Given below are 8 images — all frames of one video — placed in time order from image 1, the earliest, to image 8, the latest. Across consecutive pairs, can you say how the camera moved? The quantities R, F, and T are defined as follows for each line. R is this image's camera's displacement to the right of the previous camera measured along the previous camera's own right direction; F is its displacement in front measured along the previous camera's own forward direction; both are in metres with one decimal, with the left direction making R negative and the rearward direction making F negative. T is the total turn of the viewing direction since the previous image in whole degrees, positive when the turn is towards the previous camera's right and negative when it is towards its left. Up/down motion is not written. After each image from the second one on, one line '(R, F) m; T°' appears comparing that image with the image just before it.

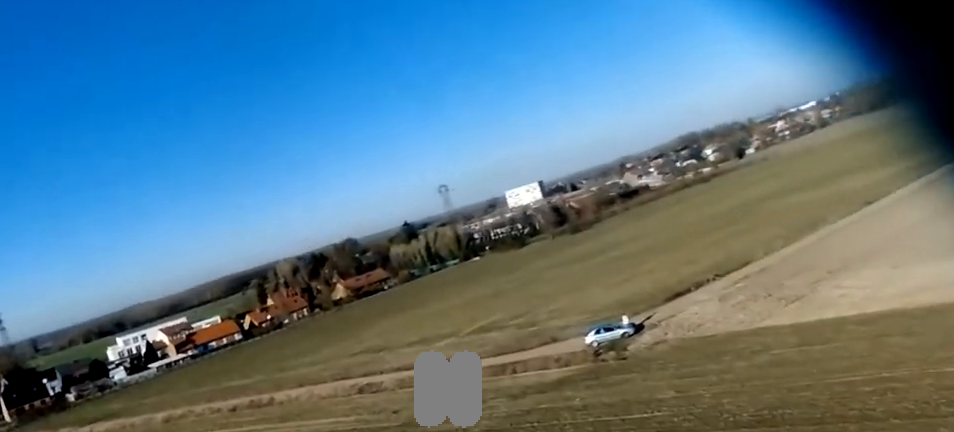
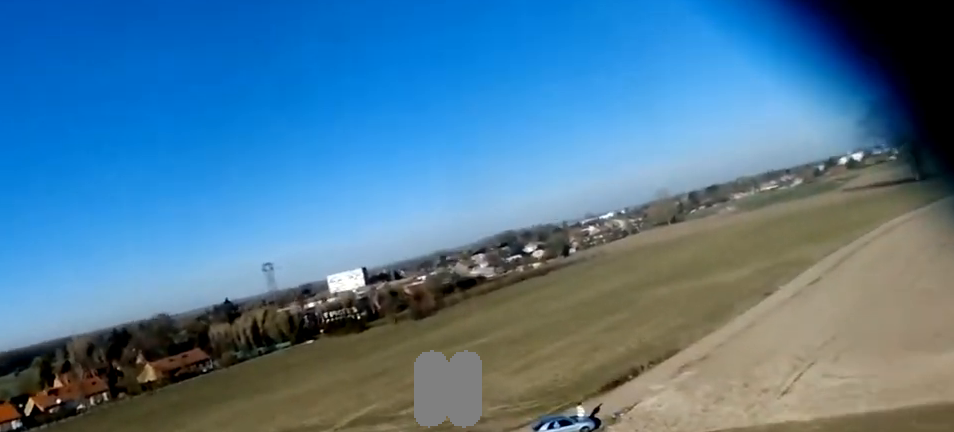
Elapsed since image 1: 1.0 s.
(+2.0, +15.3) m; +15°
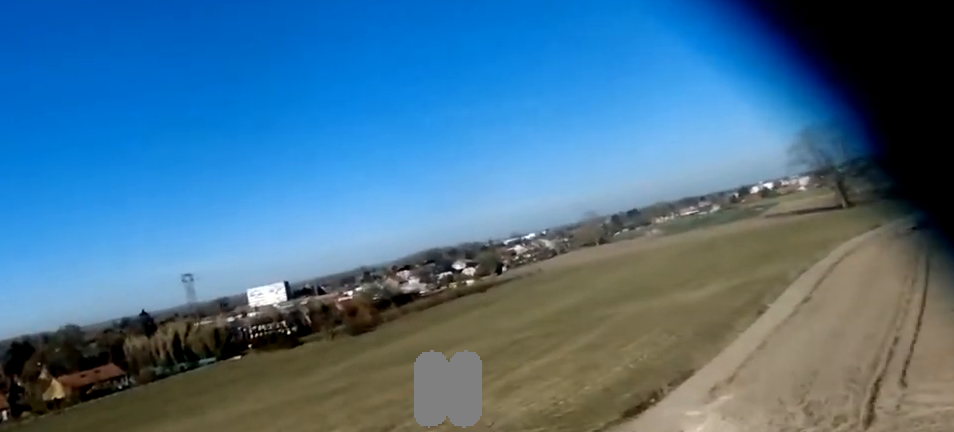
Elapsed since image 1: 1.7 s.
(+0.6, +10.9) m; +10°
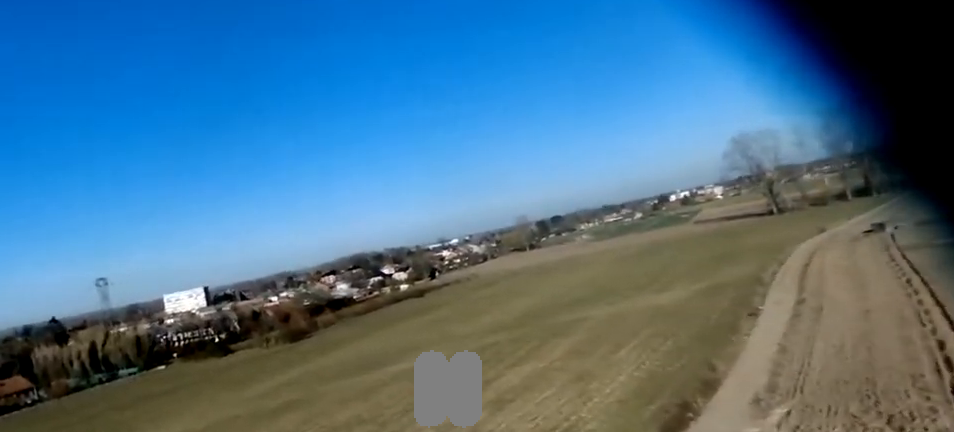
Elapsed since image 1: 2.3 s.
(+1.2, +10.2) m; +4°
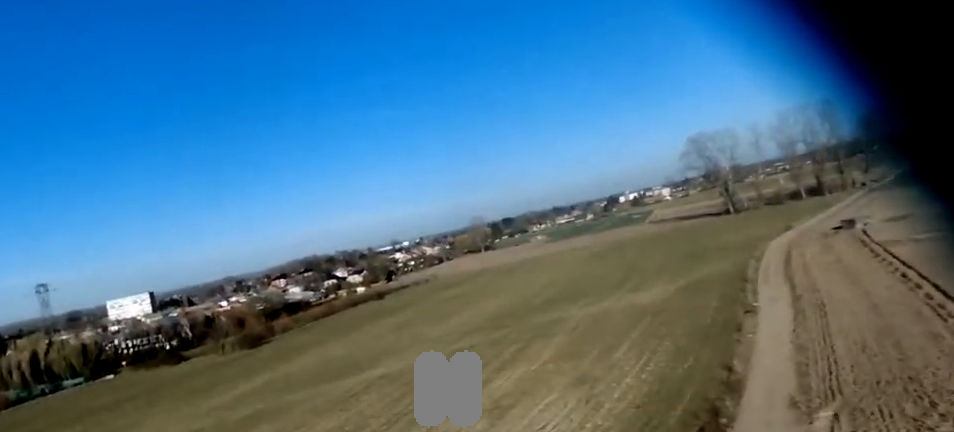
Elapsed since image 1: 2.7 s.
(+0.3, +6.6) m; +3°
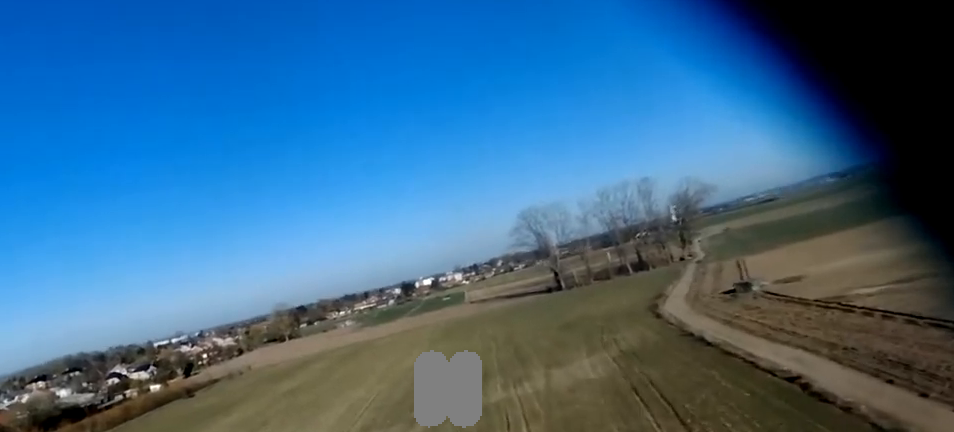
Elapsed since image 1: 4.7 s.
(+4.5, +30.7) m; +27°
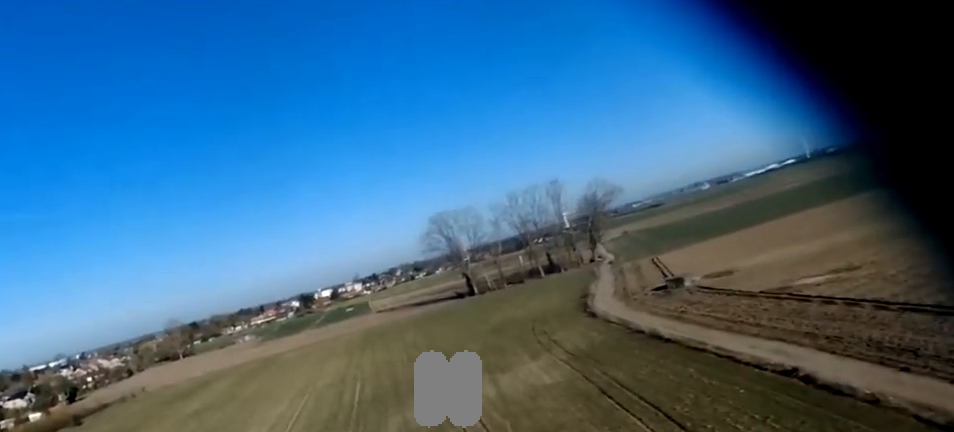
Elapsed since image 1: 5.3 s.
(+1.9, +8.9) m; +9°
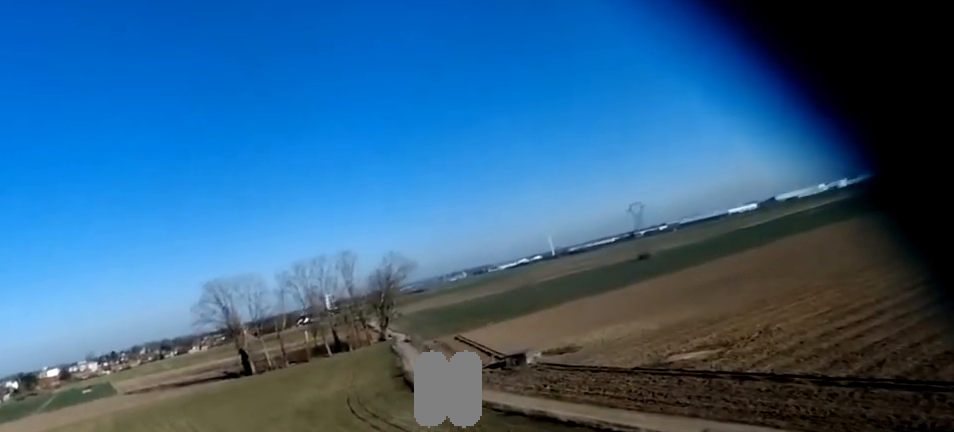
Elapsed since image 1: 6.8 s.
(+1.8, +19.9) m; +7°
